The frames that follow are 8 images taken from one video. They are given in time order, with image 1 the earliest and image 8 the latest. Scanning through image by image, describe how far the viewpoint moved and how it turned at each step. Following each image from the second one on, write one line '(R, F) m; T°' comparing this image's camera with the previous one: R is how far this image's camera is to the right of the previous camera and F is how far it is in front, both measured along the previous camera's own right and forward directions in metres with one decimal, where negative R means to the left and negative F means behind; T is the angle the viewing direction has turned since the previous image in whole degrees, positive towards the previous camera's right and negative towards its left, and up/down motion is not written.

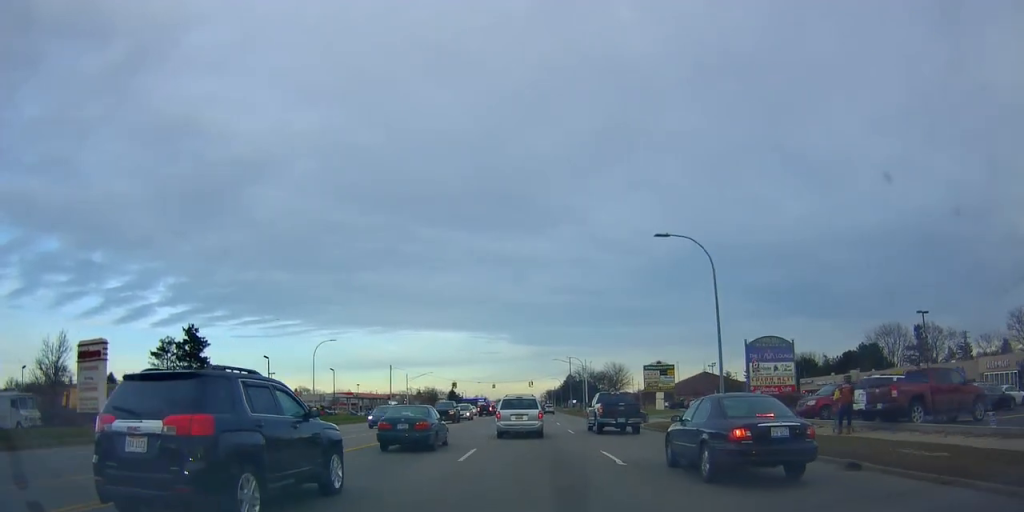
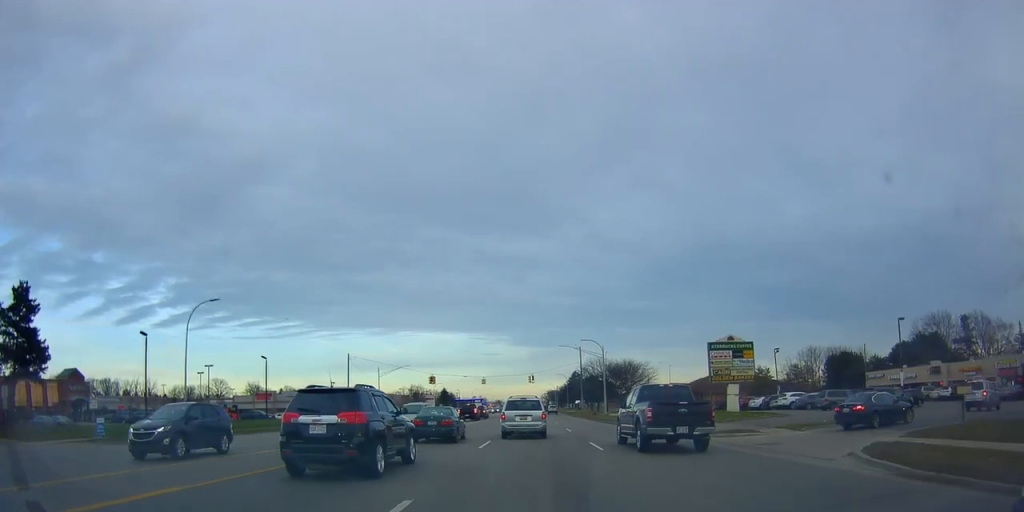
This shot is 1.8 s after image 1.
(+0.6, +24.2) m; +2°
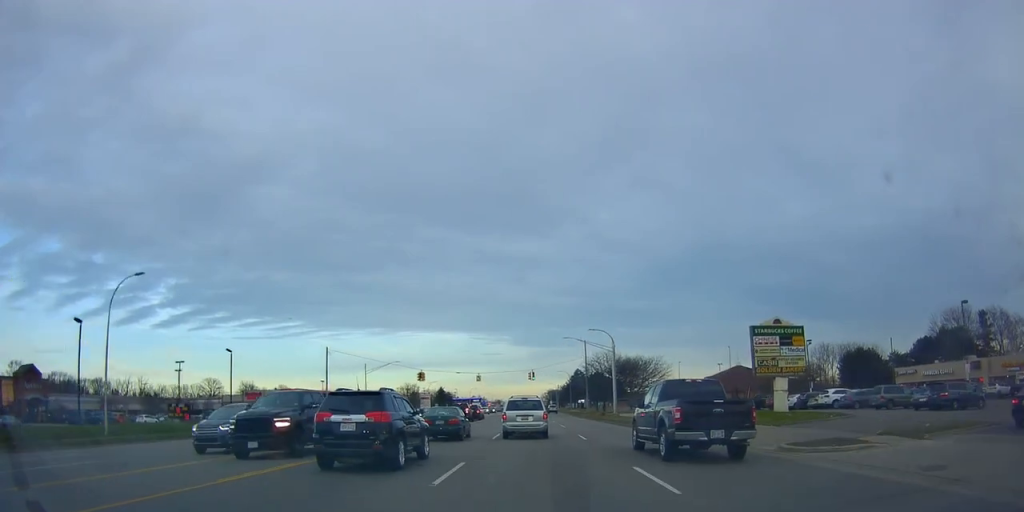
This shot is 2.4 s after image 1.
(0.0, +8.5) m; 0°
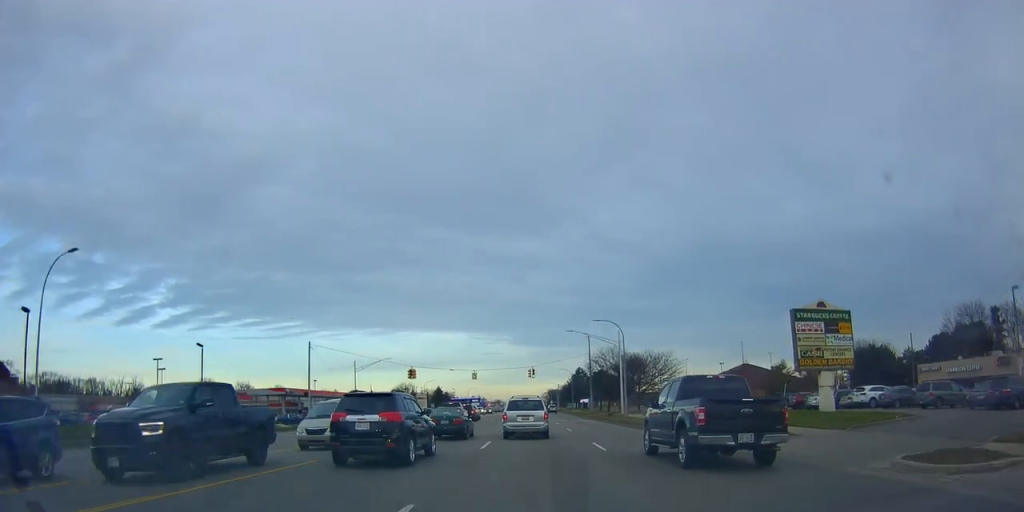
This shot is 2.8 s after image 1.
(0.0, +5.8) m; -1°
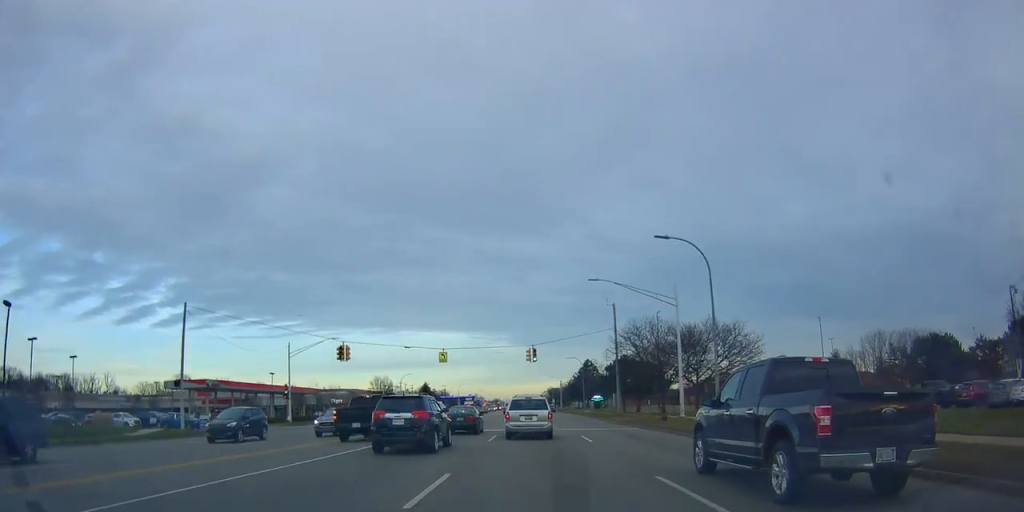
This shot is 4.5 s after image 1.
(-0.7, +25.6) m; -1°
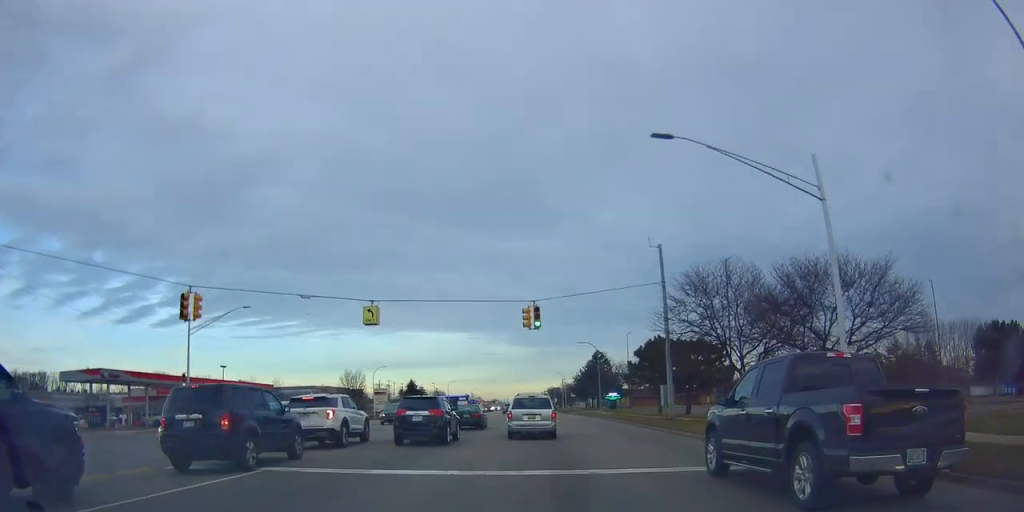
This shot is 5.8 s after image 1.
(+0.3, +21.6) m; 0°
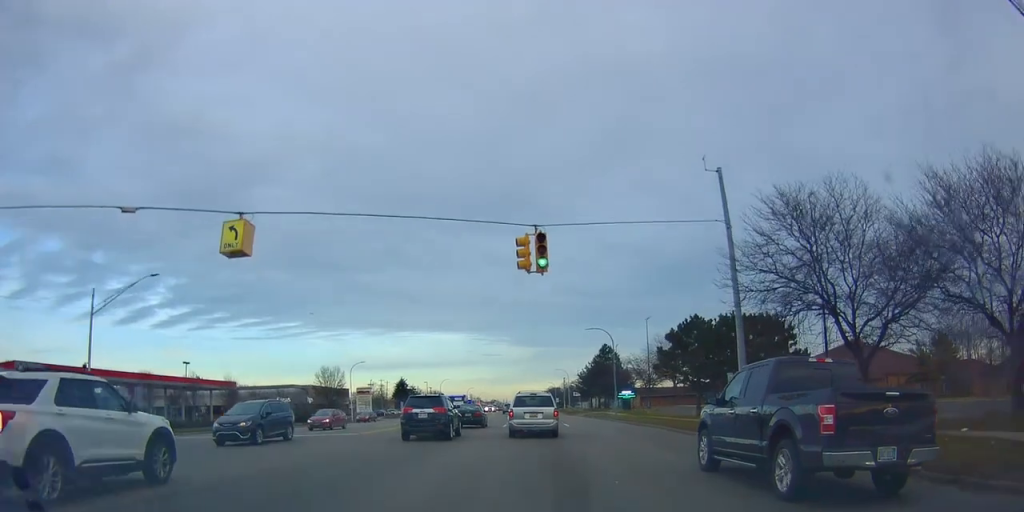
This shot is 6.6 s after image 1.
(-0.1, +12.8) m; 0°
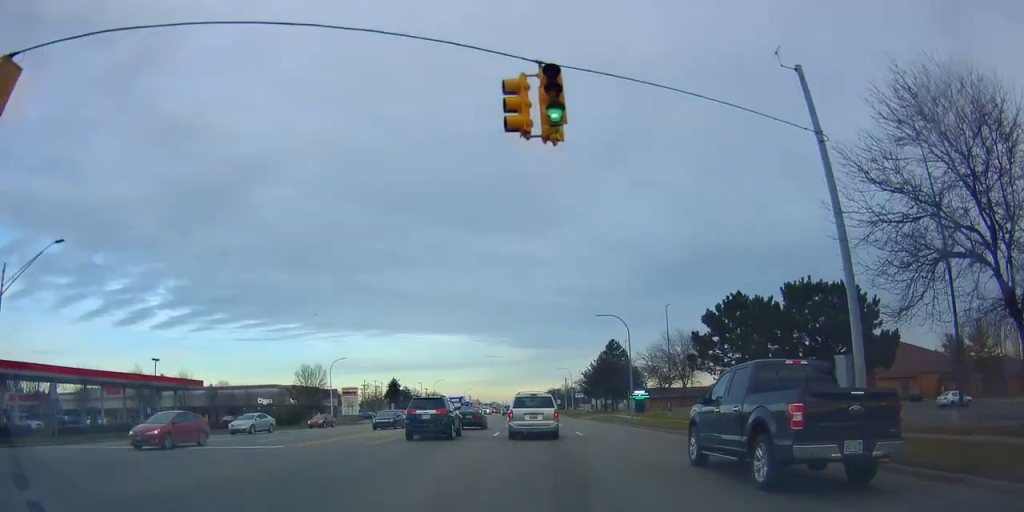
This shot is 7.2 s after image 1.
(+0.3, +9.2) m; 0°
